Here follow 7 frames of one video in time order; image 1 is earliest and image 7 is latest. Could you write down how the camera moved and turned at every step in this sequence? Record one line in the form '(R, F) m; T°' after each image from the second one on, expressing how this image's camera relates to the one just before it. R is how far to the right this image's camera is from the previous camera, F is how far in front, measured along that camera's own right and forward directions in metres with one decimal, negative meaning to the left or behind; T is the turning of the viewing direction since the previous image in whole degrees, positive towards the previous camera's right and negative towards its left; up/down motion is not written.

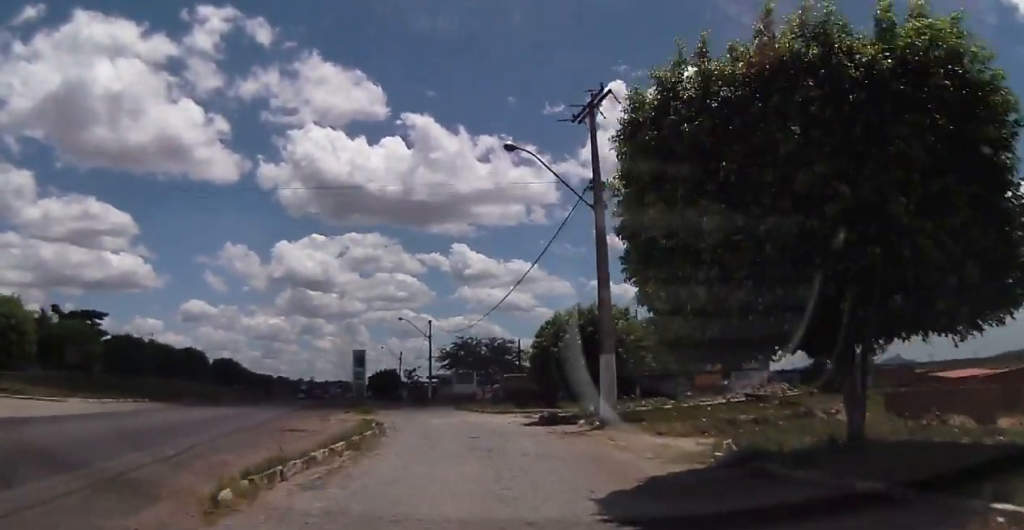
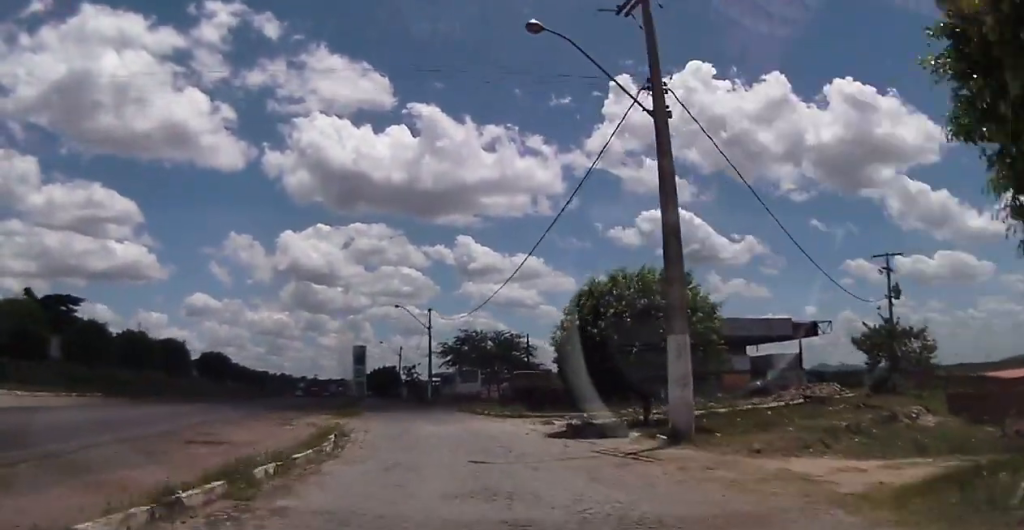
(+0.2, +7.4) m; 0°
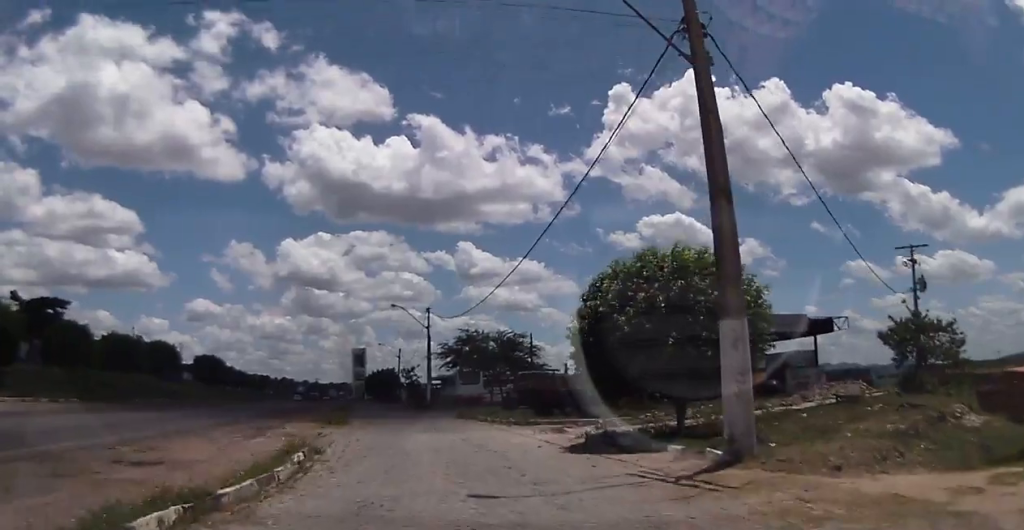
(-0.1, +3.4) m; -2°
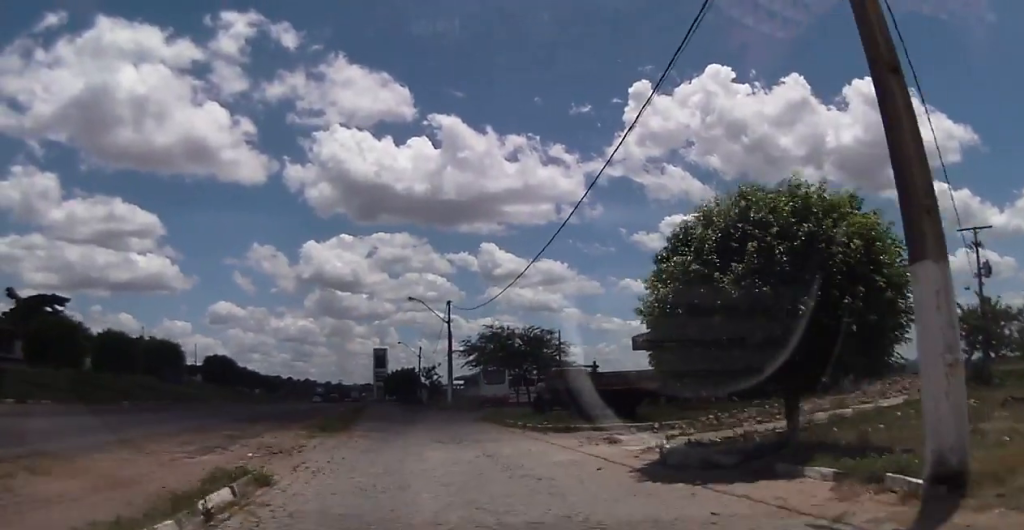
(-0.1, +5.2) m; -2°
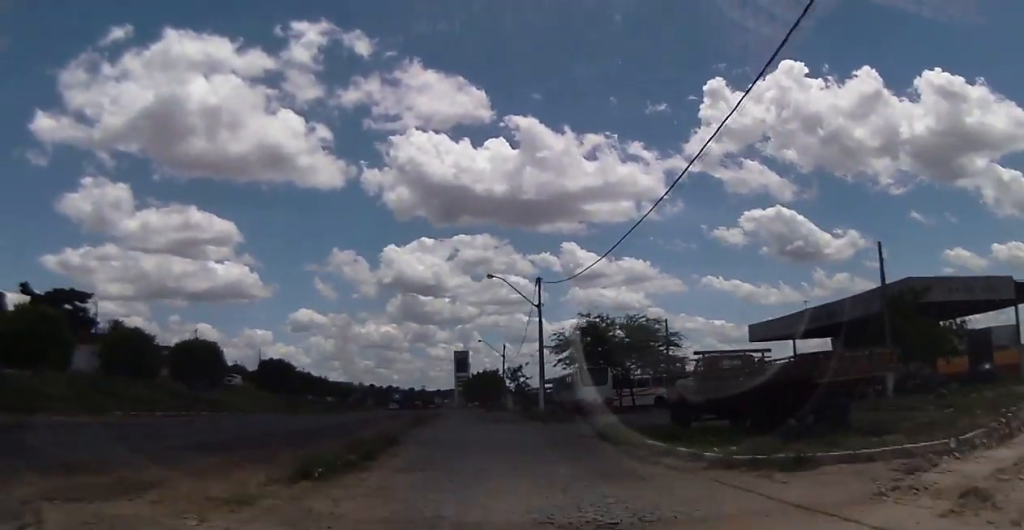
(-0.5, +11.2) m; -6°
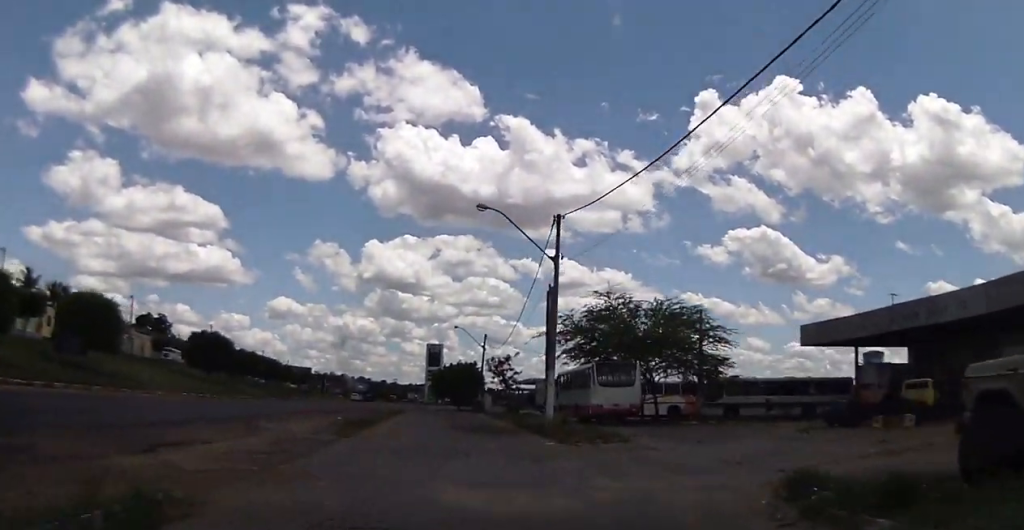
(+1.0, +15.3) m; +6°
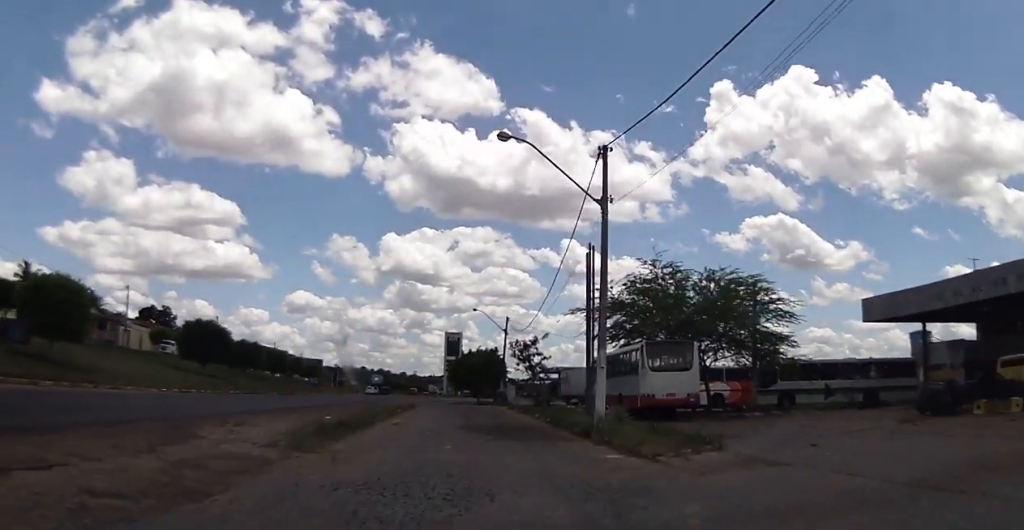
(-0.2, +6.7) m; -2°
